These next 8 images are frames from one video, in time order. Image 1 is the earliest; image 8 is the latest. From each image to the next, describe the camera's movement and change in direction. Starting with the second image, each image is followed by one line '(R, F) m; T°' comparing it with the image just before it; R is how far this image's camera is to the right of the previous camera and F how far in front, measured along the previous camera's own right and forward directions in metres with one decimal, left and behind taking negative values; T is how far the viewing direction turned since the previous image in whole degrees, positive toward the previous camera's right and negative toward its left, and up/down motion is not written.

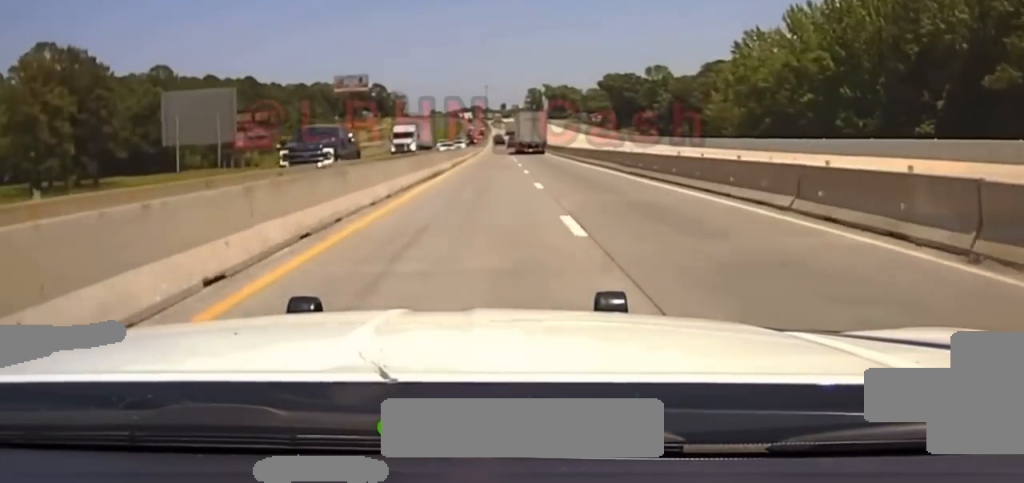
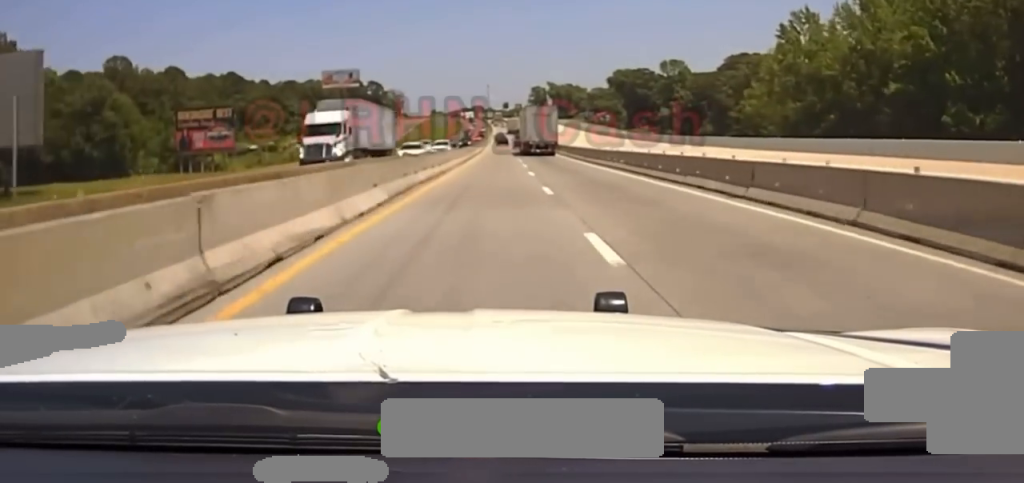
(-0.1, +27.5) m; 0°
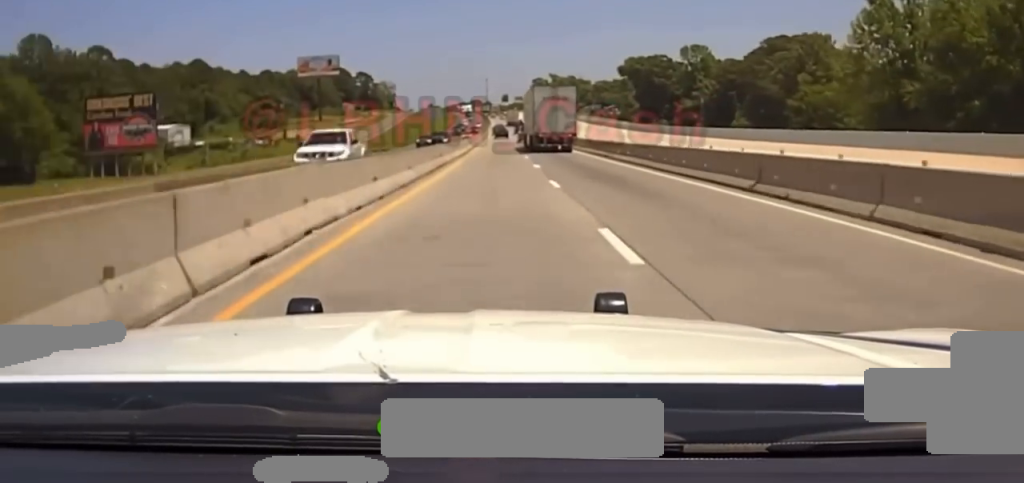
(0.0, +34.4) m; 0°
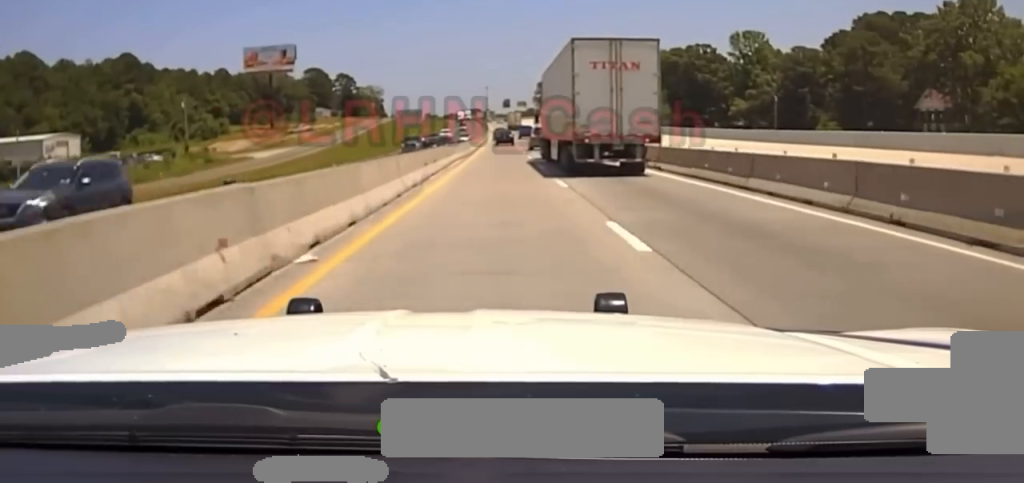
(+0.2, +55.3) m; 0°
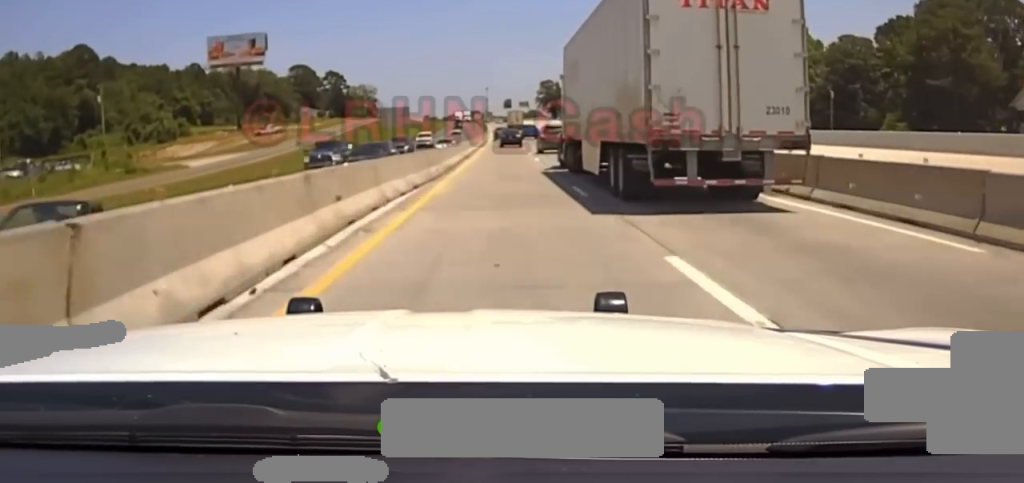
(0.0, +27.5) m; 0°
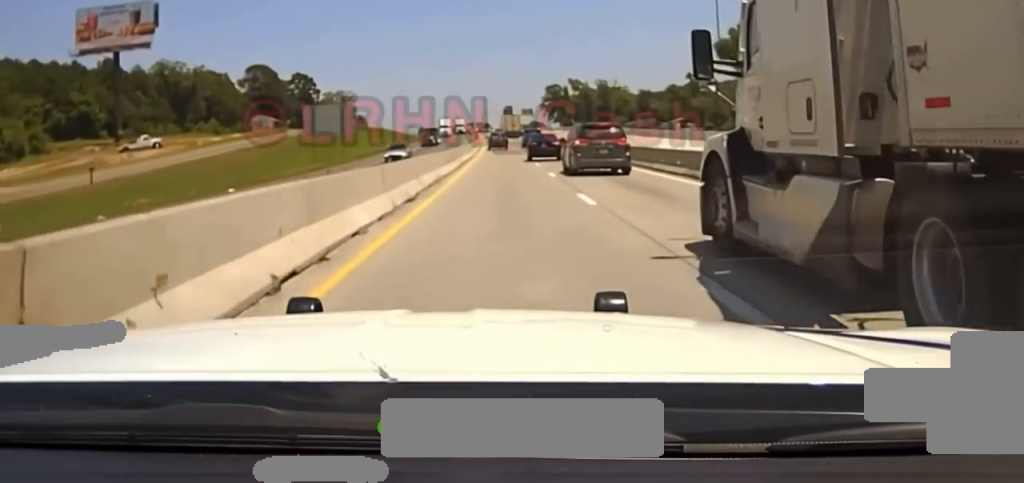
(-0.2, +64.5) m; 0°
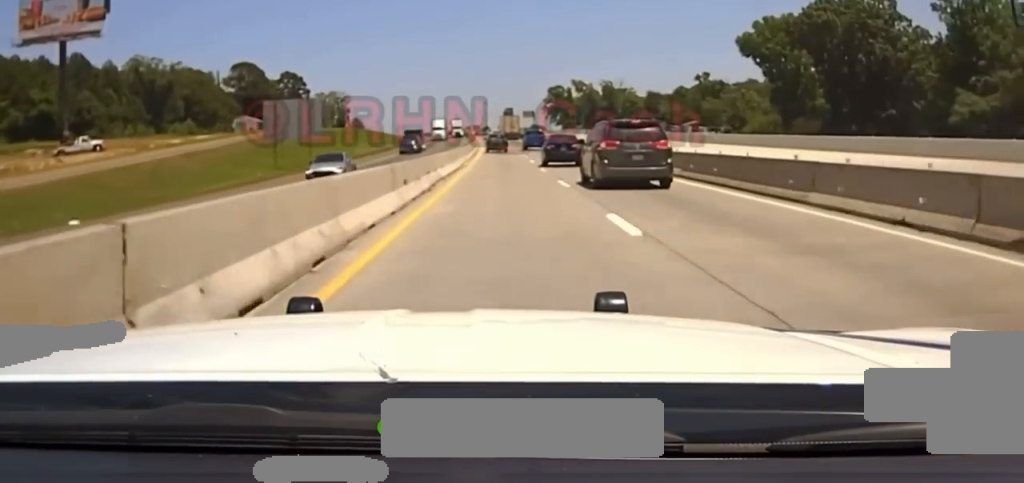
(0.0, +18.4) m; 0°
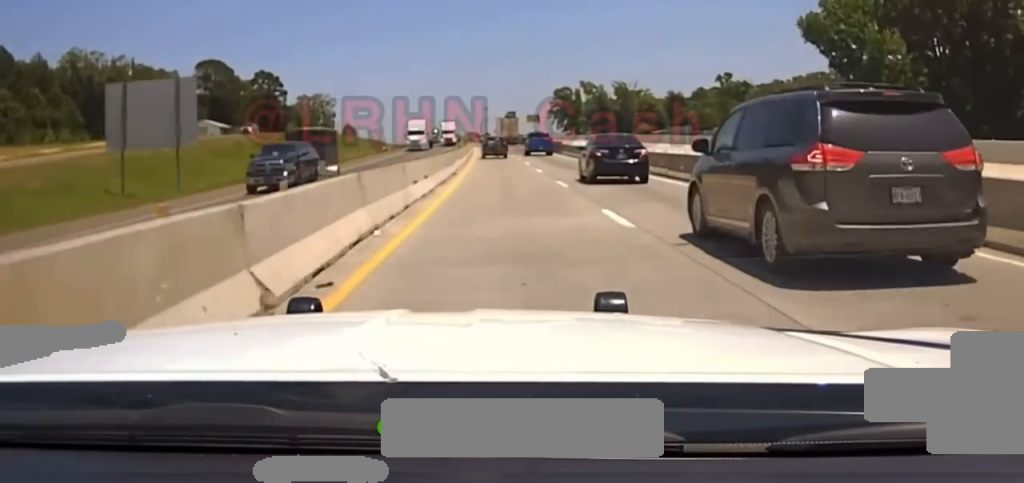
(0.0, +37.3) m; 0°
